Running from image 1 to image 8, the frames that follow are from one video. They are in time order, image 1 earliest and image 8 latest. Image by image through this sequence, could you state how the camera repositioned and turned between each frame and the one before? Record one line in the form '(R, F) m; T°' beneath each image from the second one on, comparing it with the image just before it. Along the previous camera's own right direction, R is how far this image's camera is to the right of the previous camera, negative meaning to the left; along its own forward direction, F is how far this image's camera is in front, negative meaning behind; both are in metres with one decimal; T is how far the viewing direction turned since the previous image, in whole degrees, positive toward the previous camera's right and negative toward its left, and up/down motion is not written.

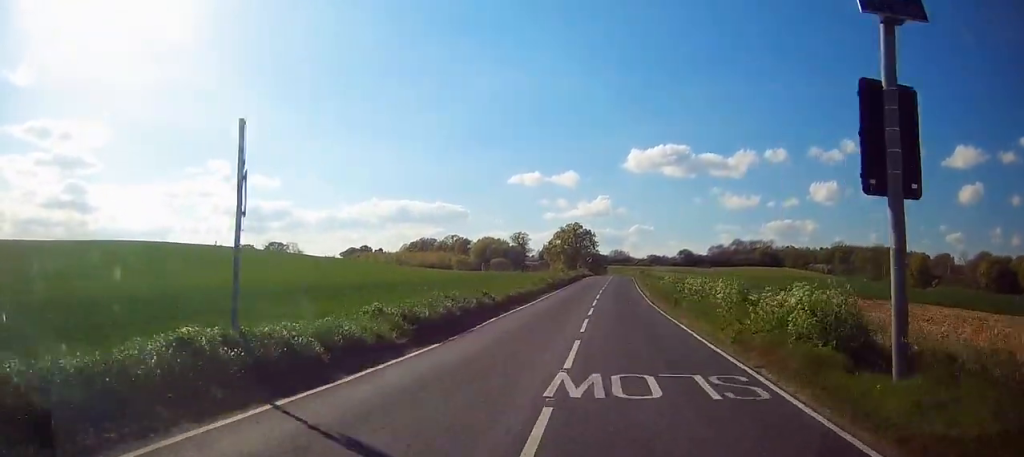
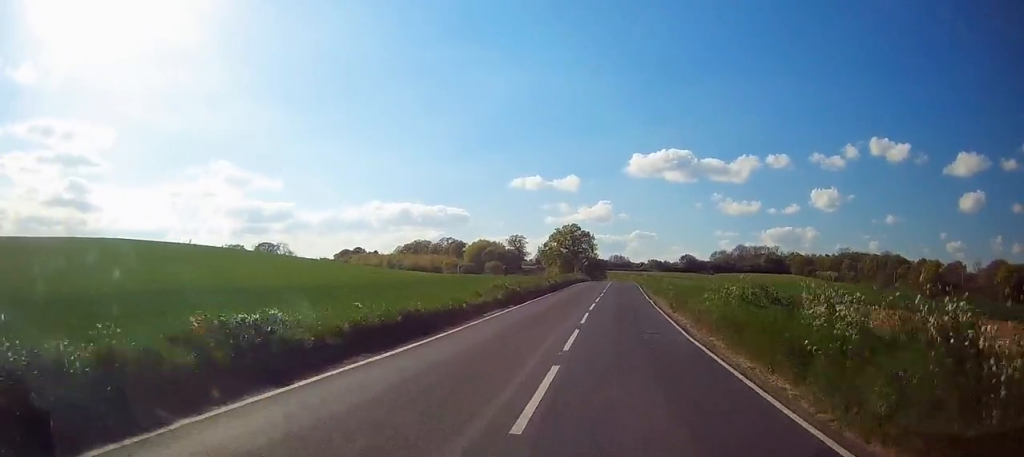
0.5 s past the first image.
(-0.1, +14.5) m; 0°
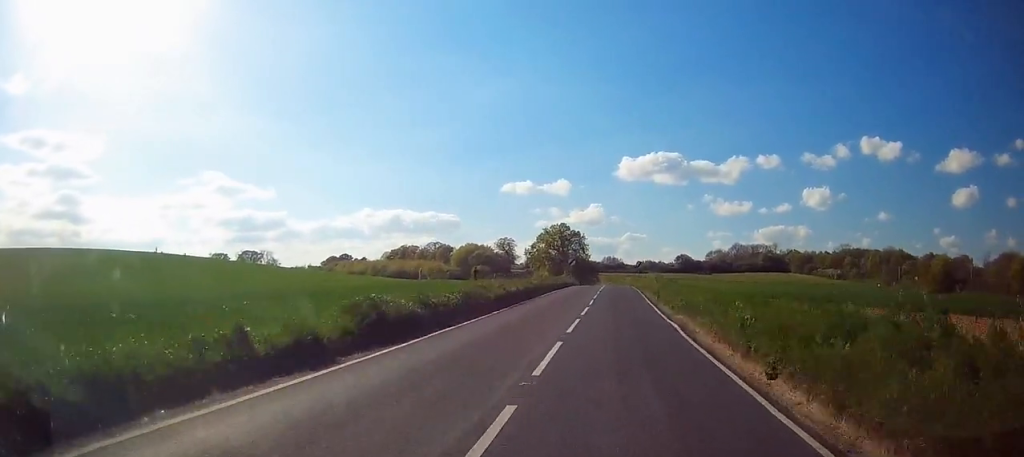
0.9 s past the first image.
(0.0, +13.8) m; 0°
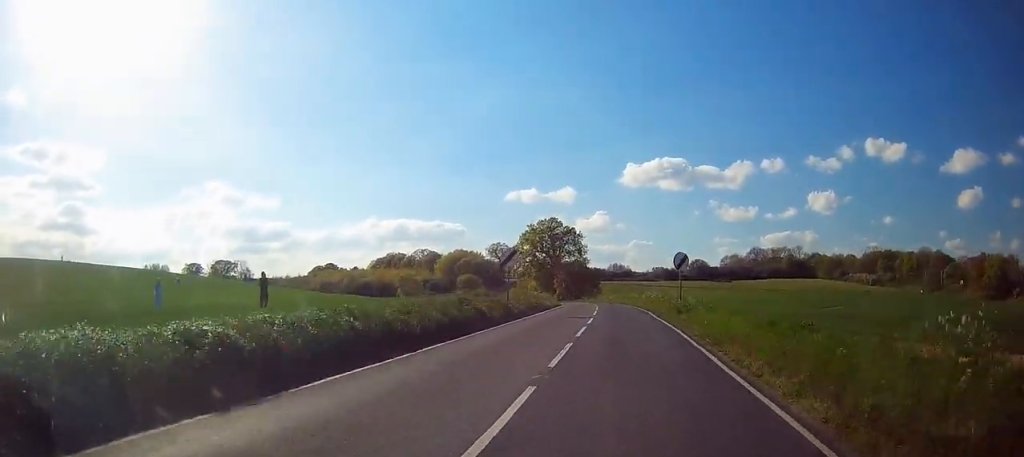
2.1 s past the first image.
(0.0, +42.3) m; 0°
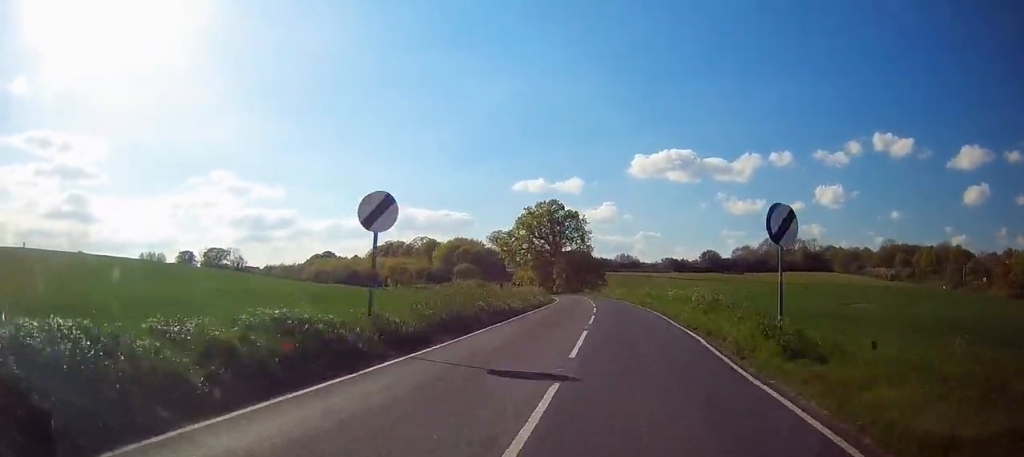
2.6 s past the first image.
(0.0, +16.1) m; 0°
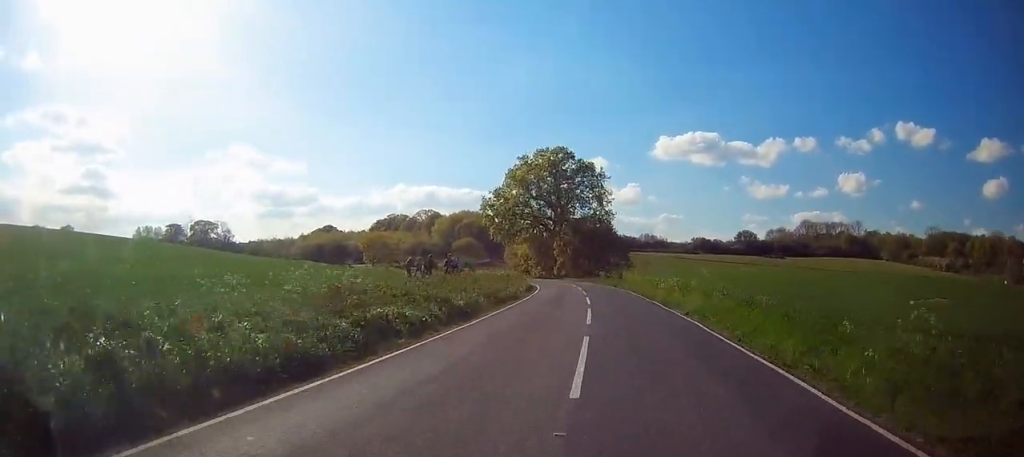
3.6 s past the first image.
(-0.4, +36.2) m; -3°
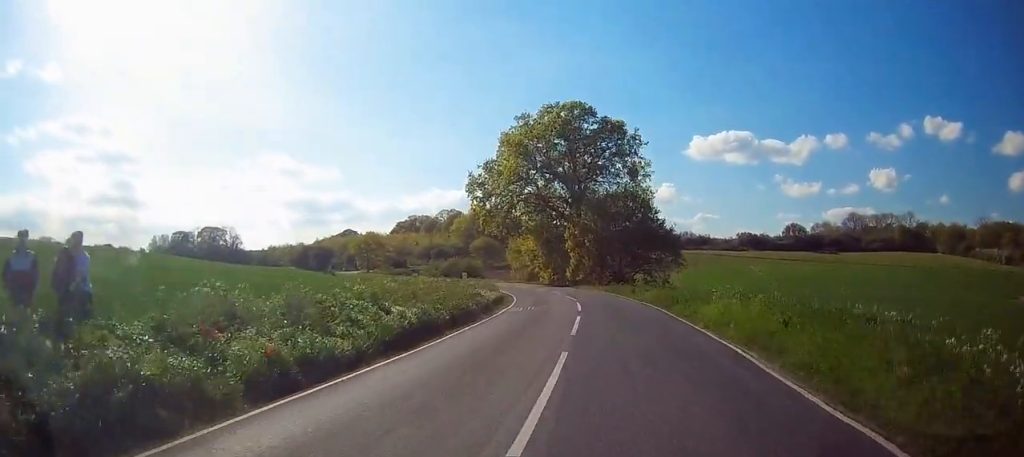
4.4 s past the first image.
(-1.0, +26.5) m; -4°
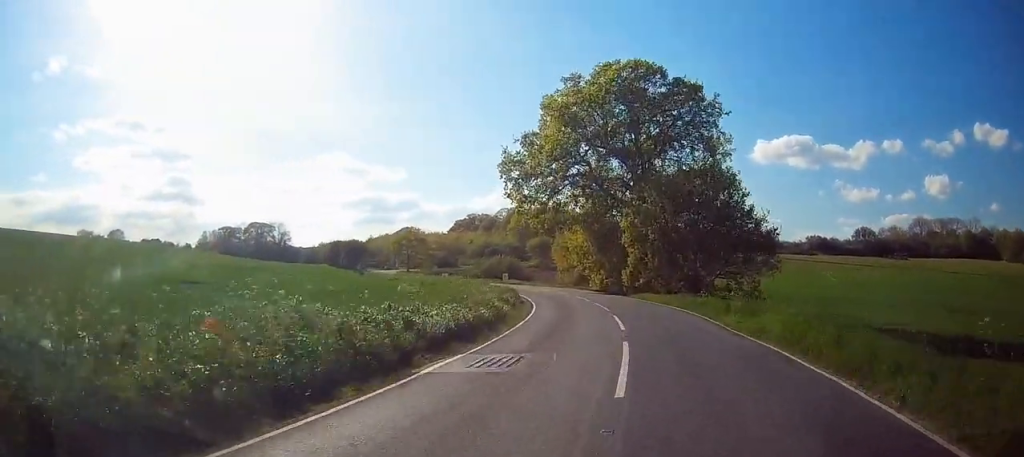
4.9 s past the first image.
(-0.5, +14.5) m; -4°
